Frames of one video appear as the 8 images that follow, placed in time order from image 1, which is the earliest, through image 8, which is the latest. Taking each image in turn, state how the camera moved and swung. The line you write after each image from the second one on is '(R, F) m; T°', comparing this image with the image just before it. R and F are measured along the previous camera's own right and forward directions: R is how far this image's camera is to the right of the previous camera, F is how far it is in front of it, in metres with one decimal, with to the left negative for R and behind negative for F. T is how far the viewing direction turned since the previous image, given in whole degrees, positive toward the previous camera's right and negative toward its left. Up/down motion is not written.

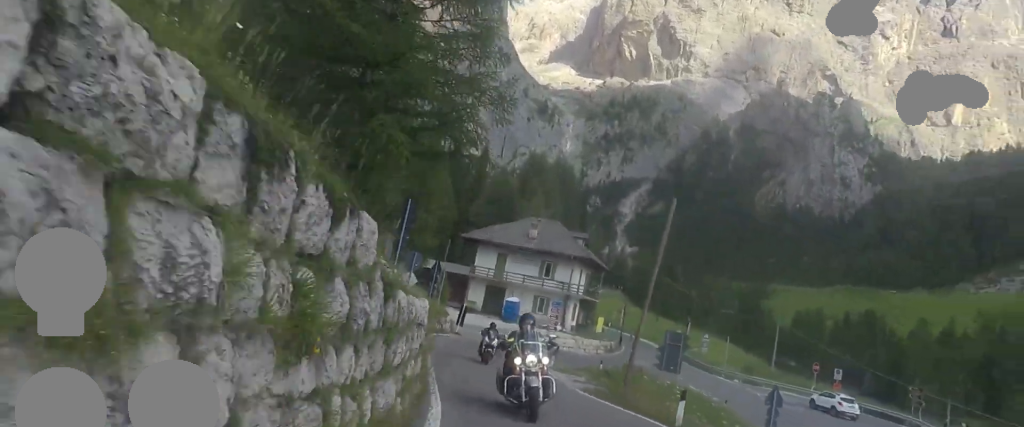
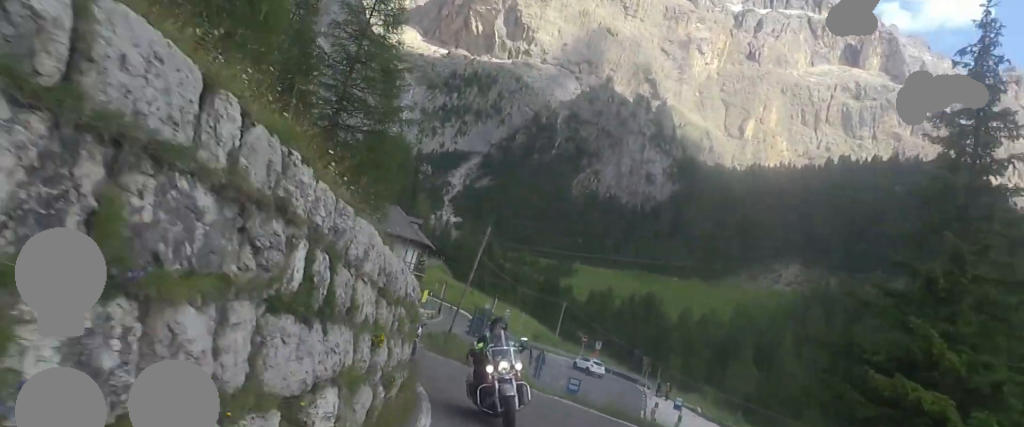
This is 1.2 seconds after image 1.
(+2.3, +12.9) m; +16°
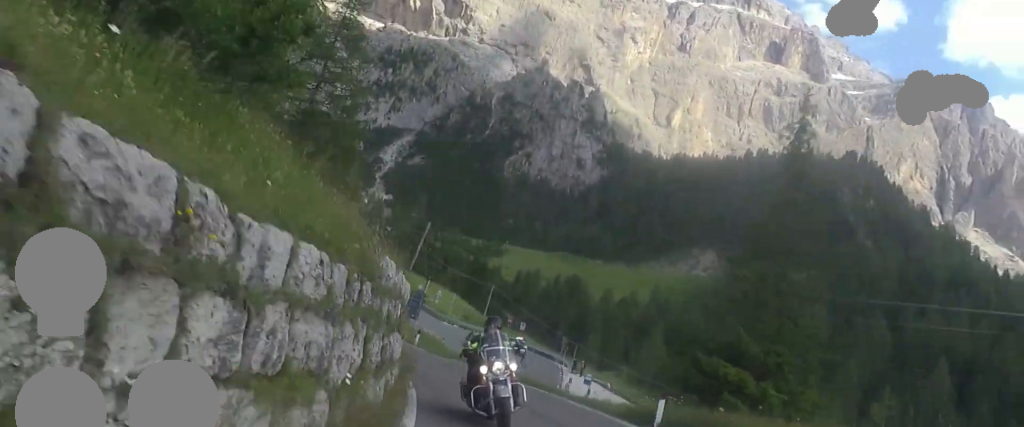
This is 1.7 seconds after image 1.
(+0.2, +5.5) m; +5°
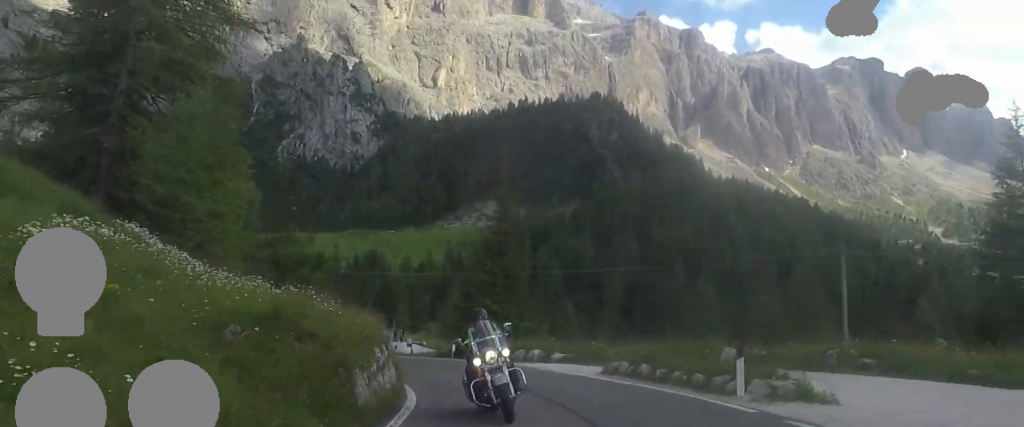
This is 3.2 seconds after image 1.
(+2.3, +16.7) m; +14°
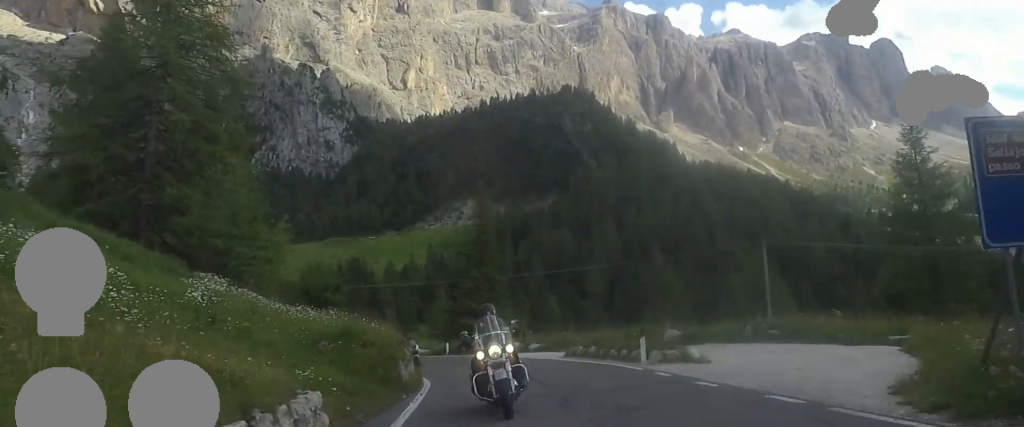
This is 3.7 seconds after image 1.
(+0.2, +6.0) m; +1°
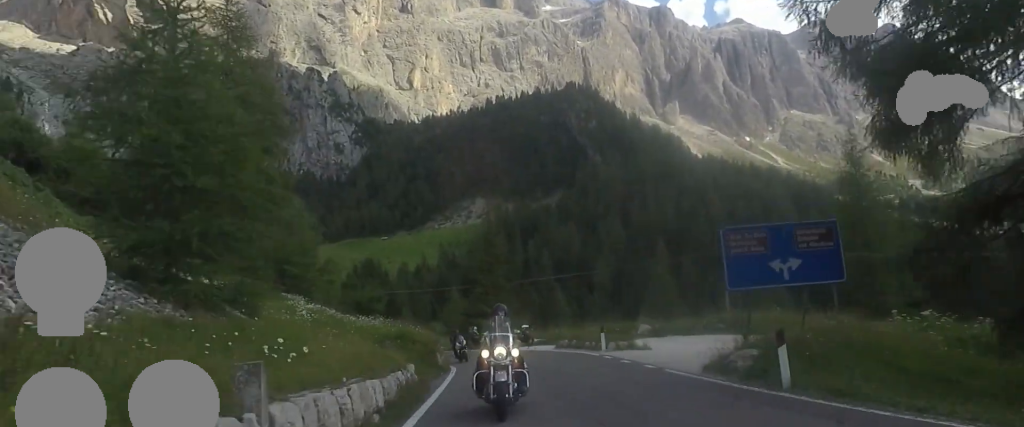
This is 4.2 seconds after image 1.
(+0.1, +7.6) m; -2°
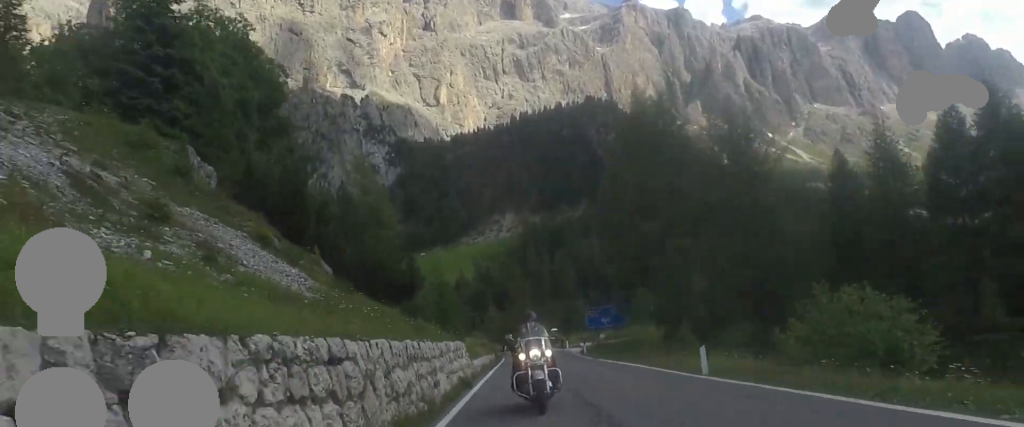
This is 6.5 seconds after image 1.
(+1.5, +33.4) m; +2°
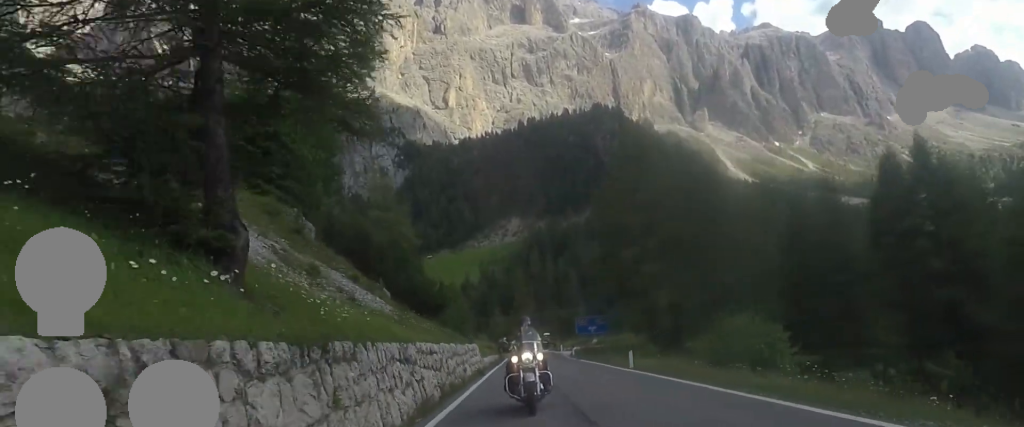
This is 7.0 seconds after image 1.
(-0.9, +9.2) m; -3°
